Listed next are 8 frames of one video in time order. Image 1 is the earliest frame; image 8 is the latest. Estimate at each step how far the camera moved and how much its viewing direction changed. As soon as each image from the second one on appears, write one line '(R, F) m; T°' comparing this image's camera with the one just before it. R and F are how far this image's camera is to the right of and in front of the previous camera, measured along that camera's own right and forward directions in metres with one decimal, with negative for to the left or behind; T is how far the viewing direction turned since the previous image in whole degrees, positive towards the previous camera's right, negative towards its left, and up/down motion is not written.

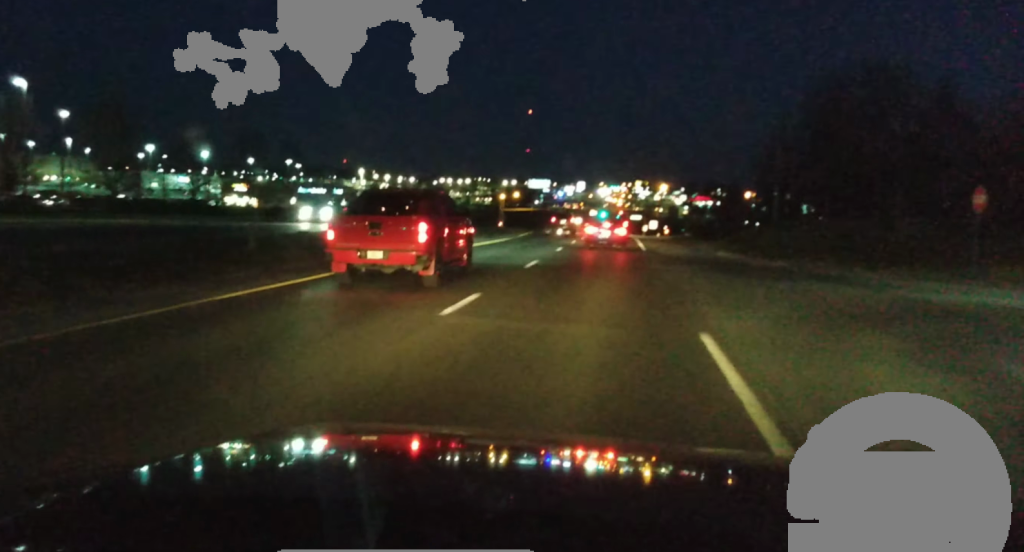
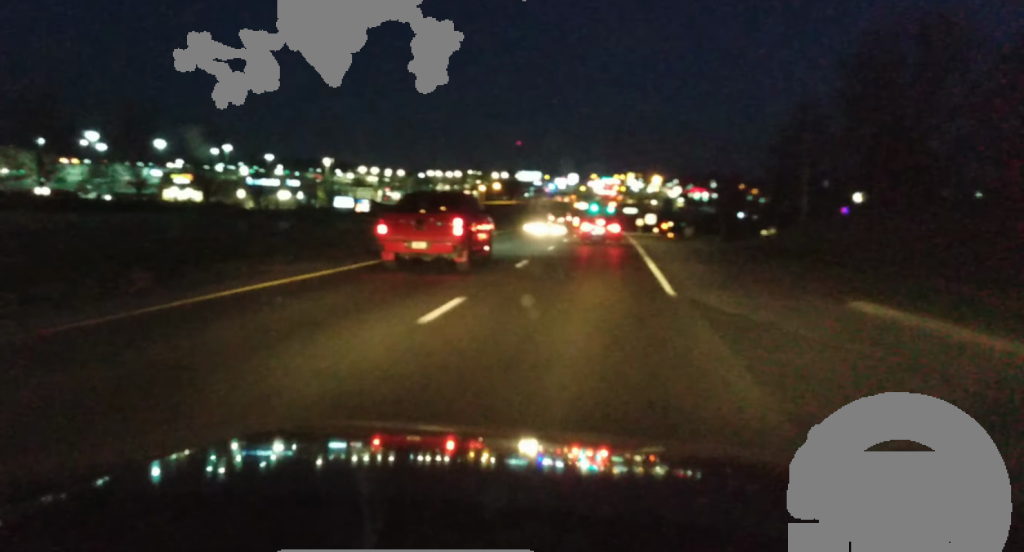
(+0.3, +25.4) m; +2°
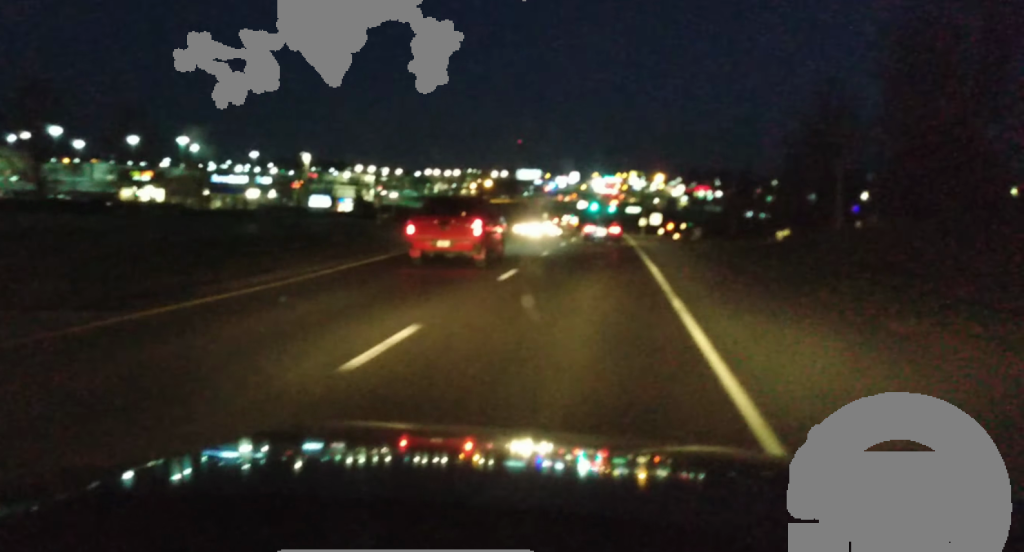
(0.0, +15.8) m; +1°
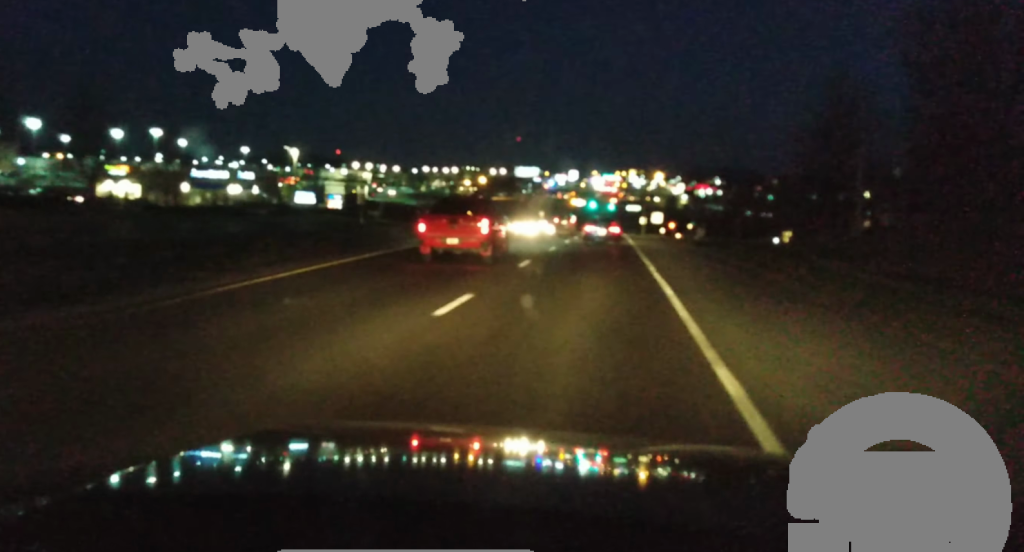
(0.0, +7.8) m; 0°
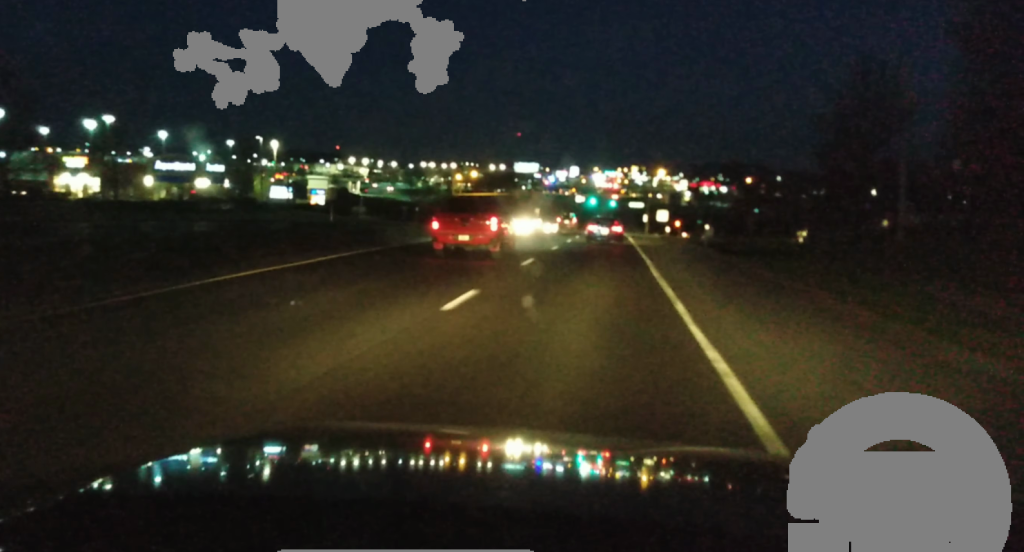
(0.0, +11.8) m; -1°
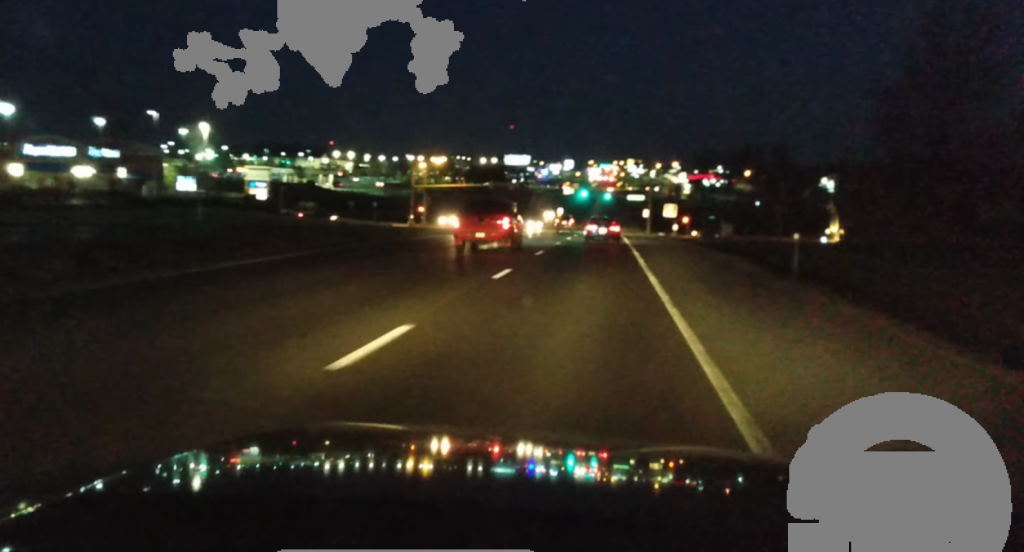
(-0.4, +29.7) m; 0°
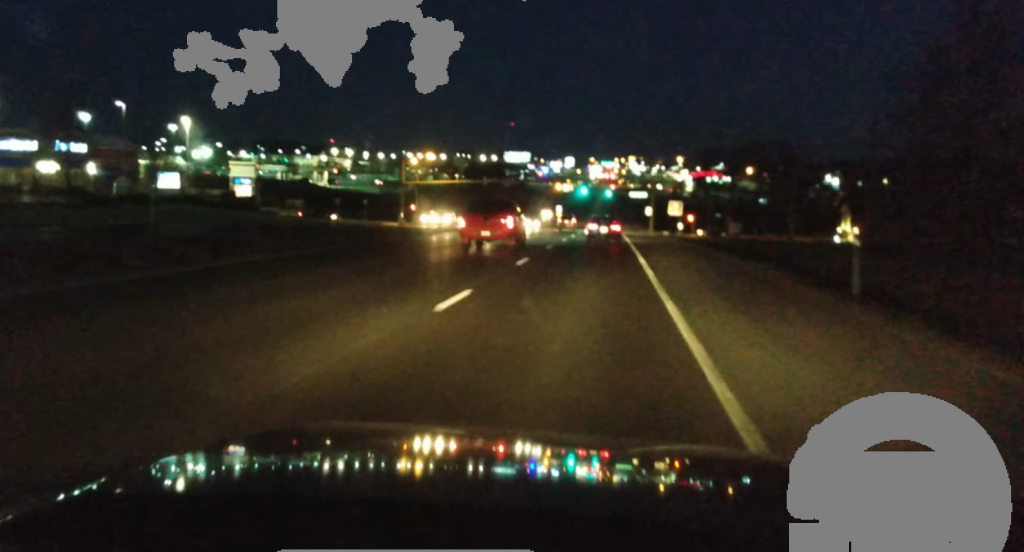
(+0.1, +7.5) m; +1°
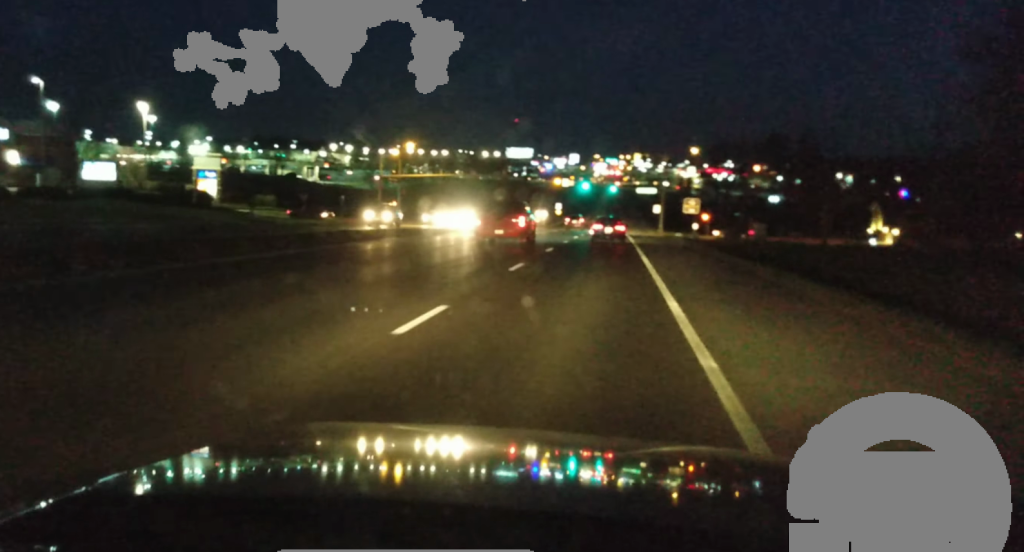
(+0.1, +14.7) m; -1°
